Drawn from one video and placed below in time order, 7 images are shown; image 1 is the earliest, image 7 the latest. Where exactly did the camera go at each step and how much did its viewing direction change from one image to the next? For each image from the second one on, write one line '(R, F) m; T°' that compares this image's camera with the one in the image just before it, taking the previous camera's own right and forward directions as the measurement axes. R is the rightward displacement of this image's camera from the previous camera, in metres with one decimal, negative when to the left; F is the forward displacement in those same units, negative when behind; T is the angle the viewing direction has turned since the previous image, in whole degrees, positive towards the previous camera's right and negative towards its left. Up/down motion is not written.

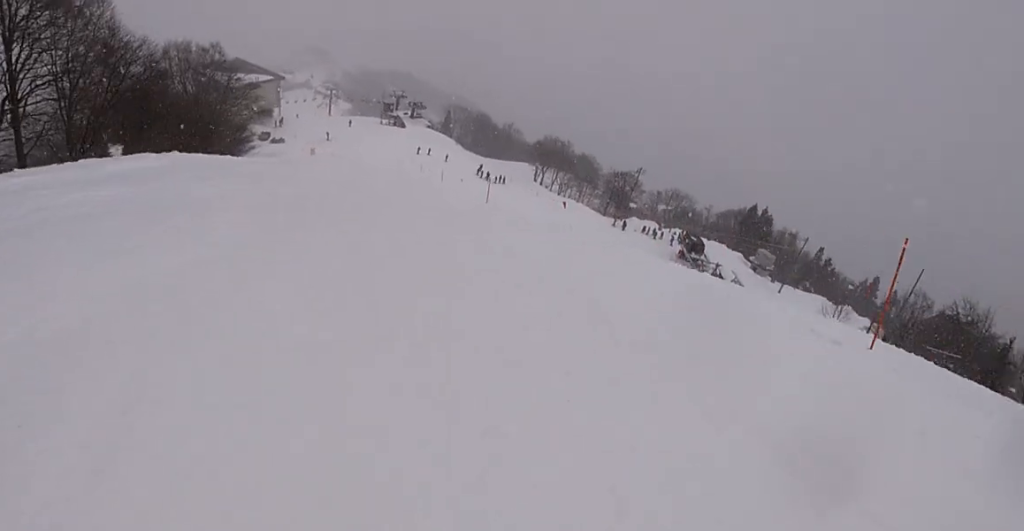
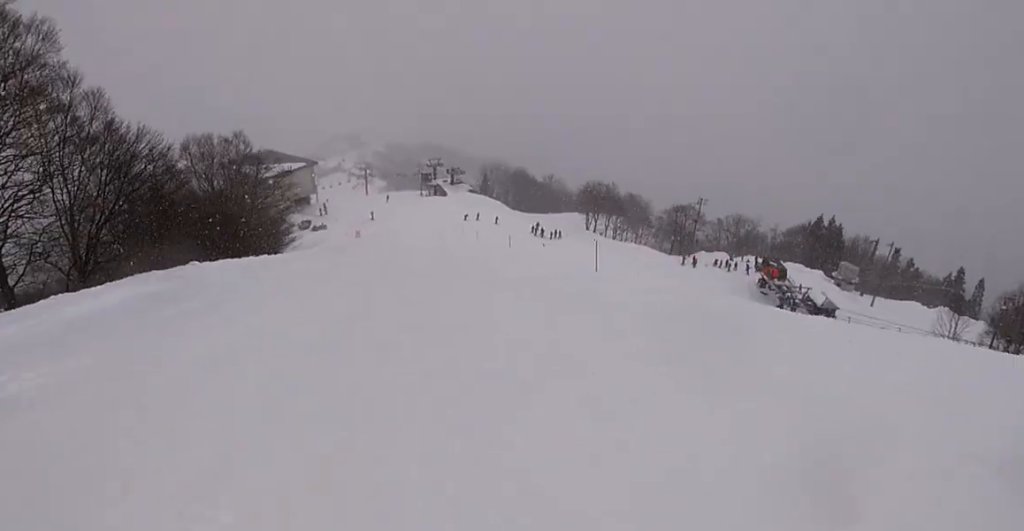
(-0.1, +7.5) m; +8°
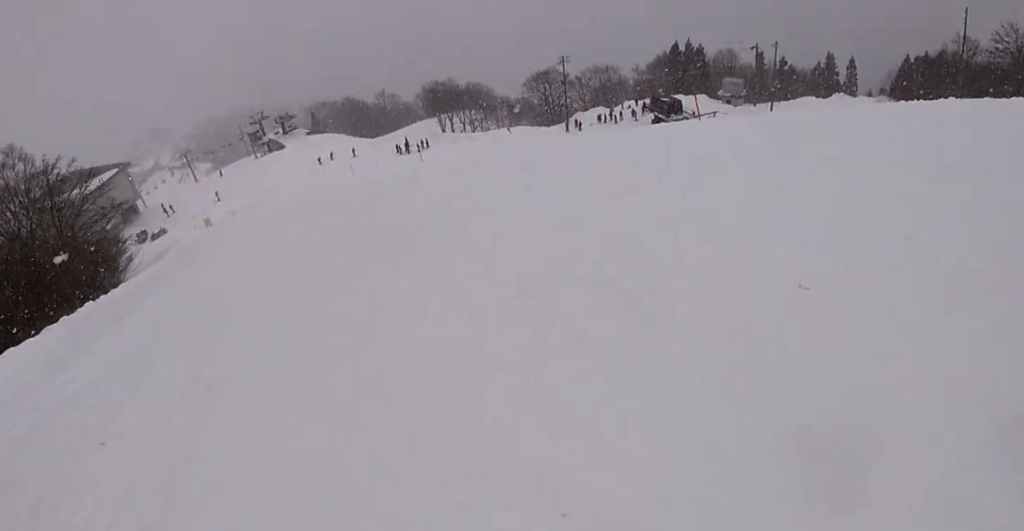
(+1.7, +11.6) m; +4°
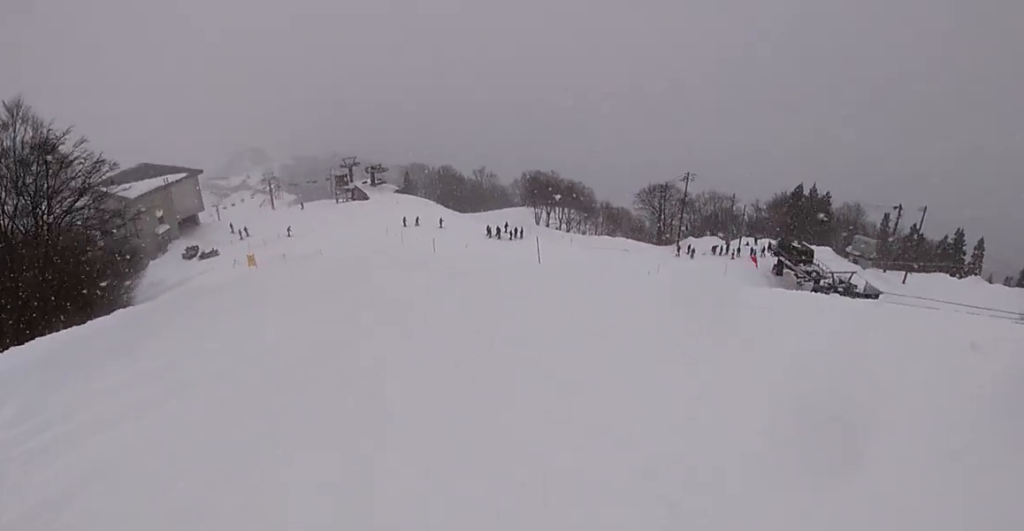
(-0.9, +10.9) m; -8°
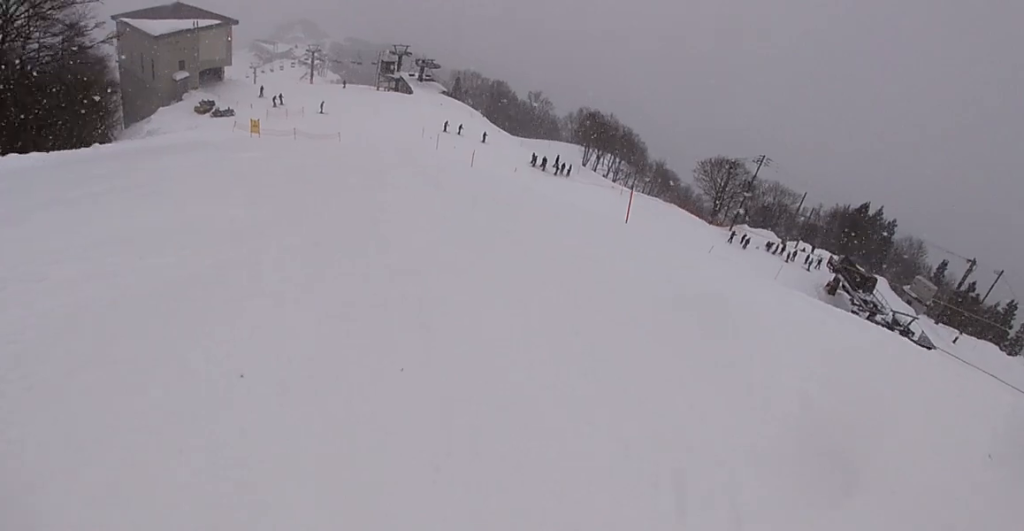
(-0.5, +6.6) m; -2°
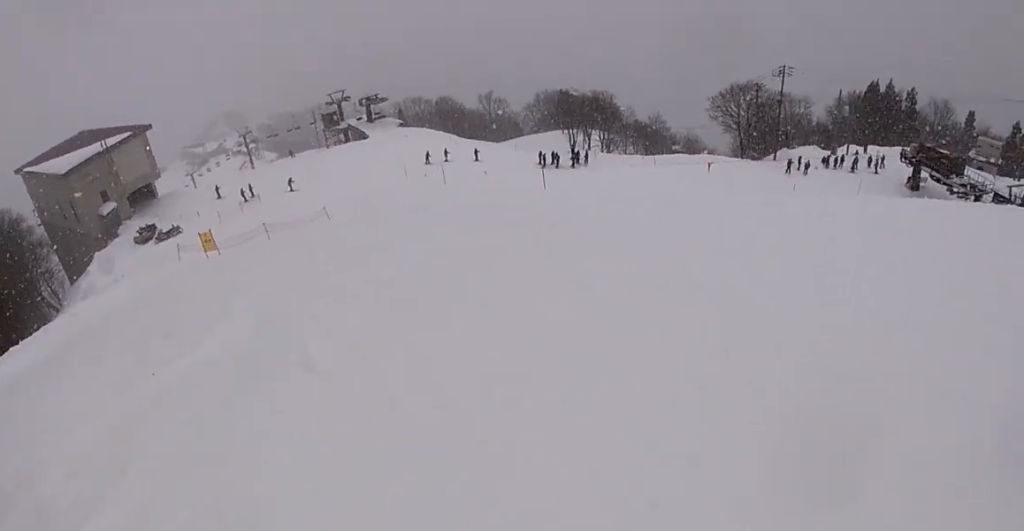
(+1.1, +13.1) m; +12°
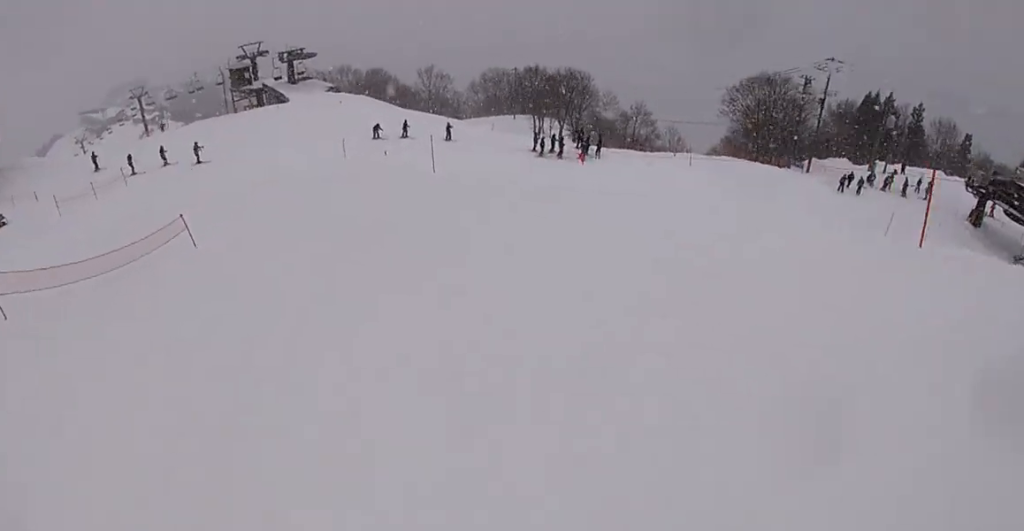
(+2.0, +17.7) m; -2°
